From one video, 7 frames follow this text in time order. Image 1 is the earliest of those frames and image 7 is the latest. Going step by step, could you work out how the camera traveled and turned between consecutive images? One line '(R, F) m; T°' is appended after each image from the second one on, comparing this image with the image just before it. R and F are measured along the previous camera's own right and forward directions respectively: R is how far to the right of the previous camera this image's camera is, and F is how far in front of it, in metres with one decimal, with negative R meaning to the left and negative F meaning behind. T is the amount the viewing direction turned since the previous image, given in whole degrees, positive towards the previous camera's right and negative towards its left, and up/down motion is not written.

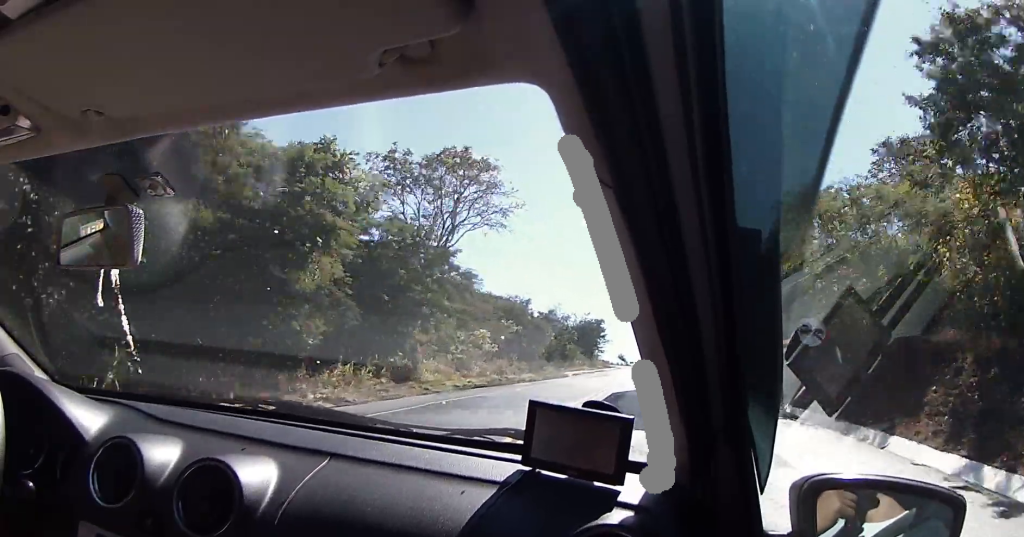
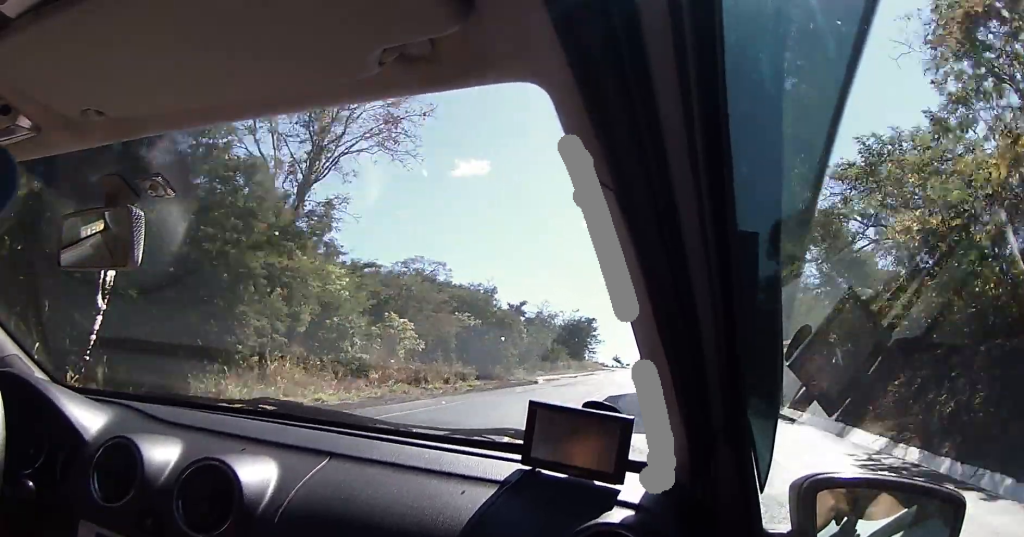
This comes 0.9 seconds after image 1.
(-0.1, +15.8) m; 0°
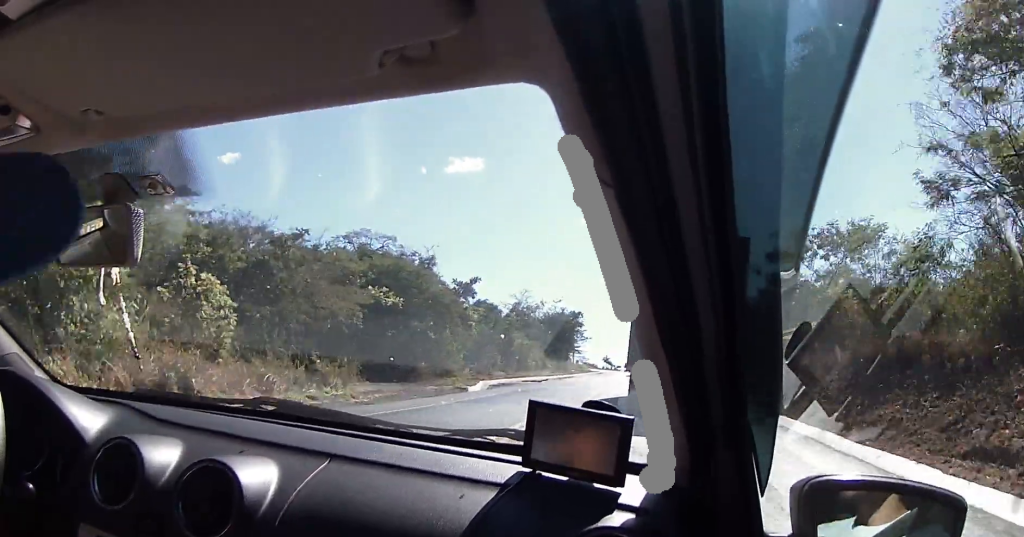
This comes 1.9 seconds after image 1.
(-0.1, +16.7) m; +1°
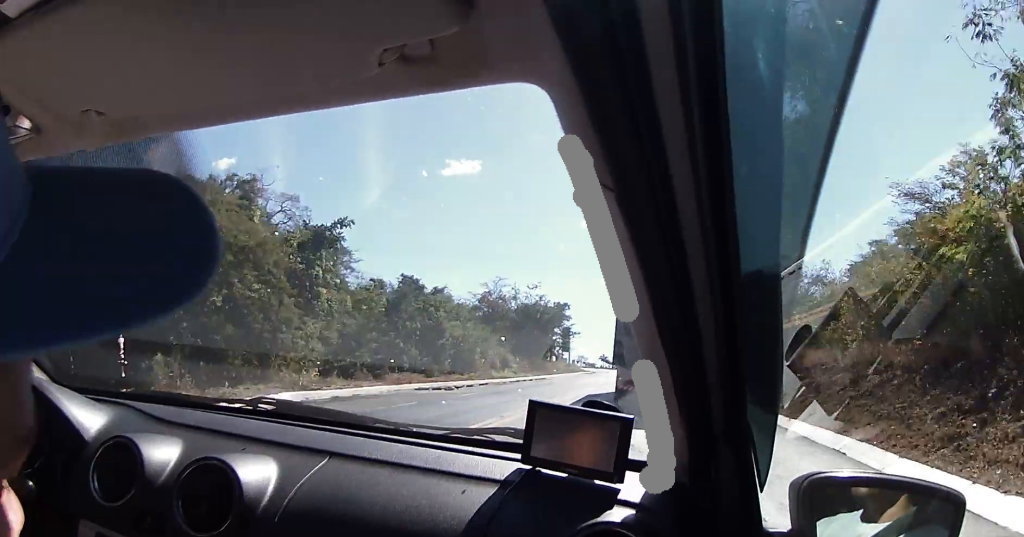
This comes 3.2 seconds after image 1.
(+0.5, +23.3) m; 0°
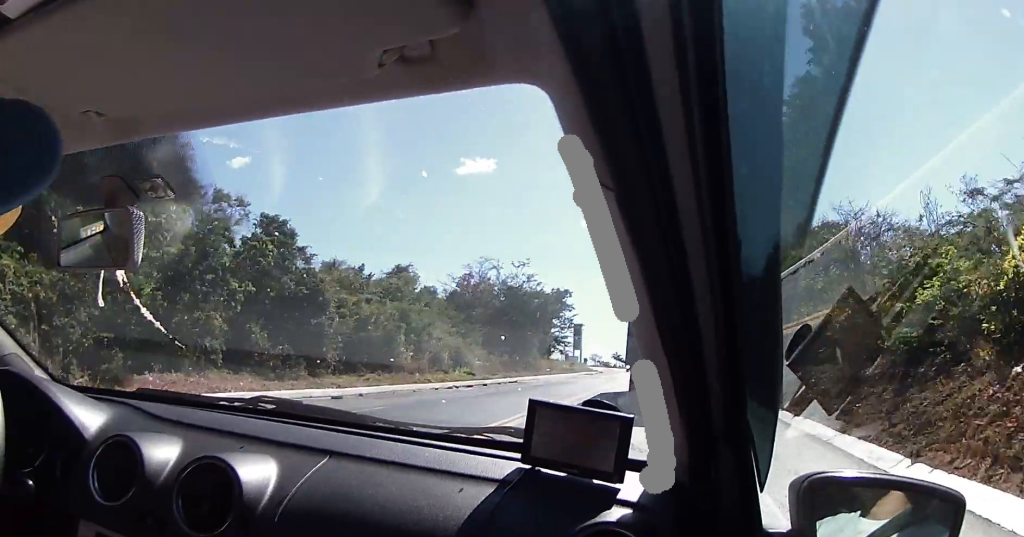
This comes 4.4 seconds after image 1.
(-0.6, +19.2) m; -2°
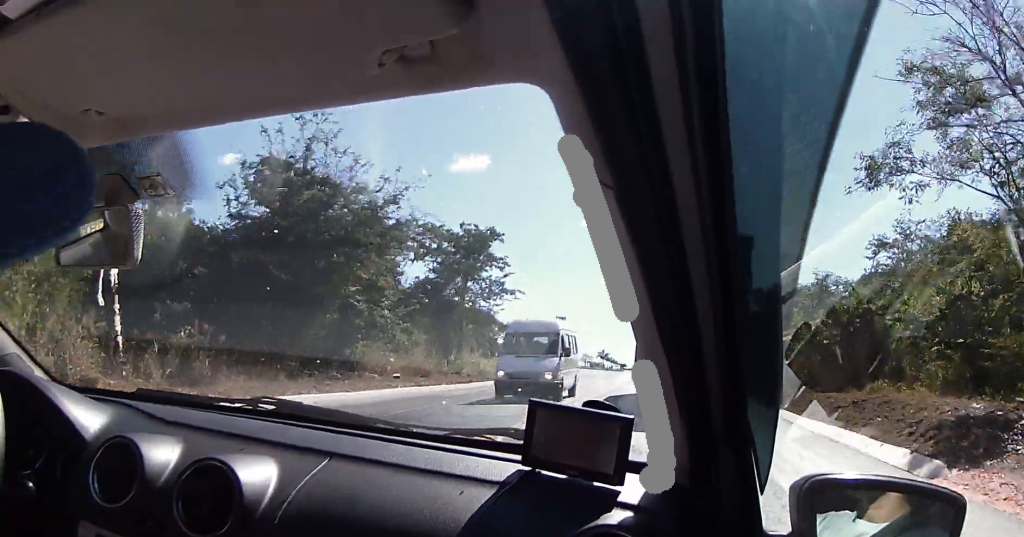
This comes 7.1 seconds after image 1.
(+0.1, +44.1) m; 0°
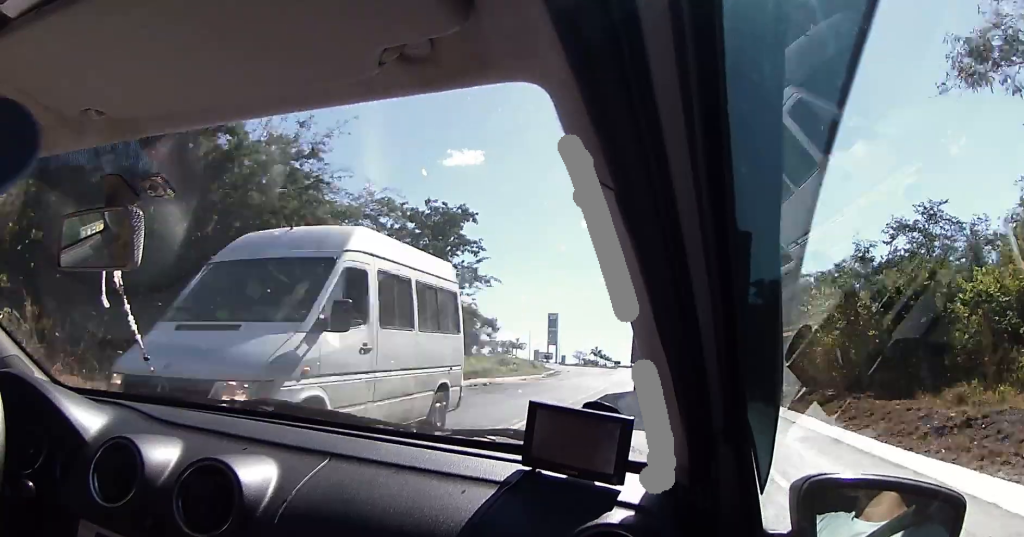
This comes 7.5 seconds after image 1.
(+0.1, +7.0) m; +1°
